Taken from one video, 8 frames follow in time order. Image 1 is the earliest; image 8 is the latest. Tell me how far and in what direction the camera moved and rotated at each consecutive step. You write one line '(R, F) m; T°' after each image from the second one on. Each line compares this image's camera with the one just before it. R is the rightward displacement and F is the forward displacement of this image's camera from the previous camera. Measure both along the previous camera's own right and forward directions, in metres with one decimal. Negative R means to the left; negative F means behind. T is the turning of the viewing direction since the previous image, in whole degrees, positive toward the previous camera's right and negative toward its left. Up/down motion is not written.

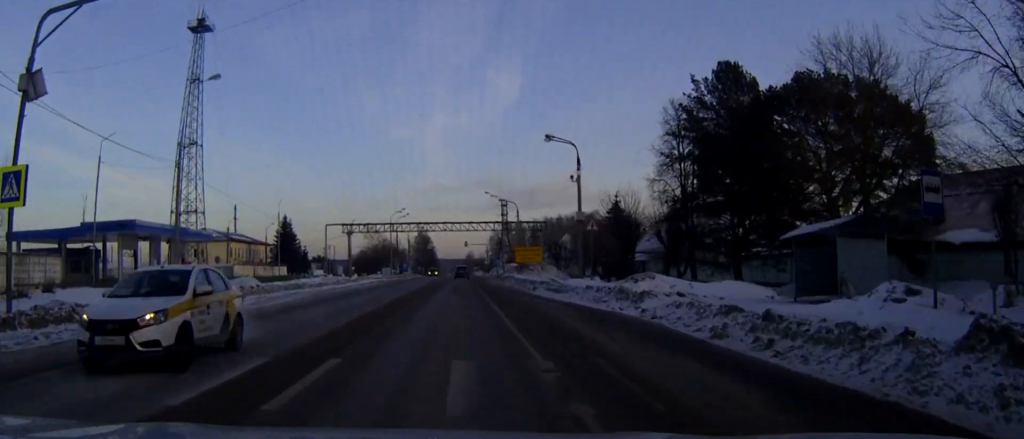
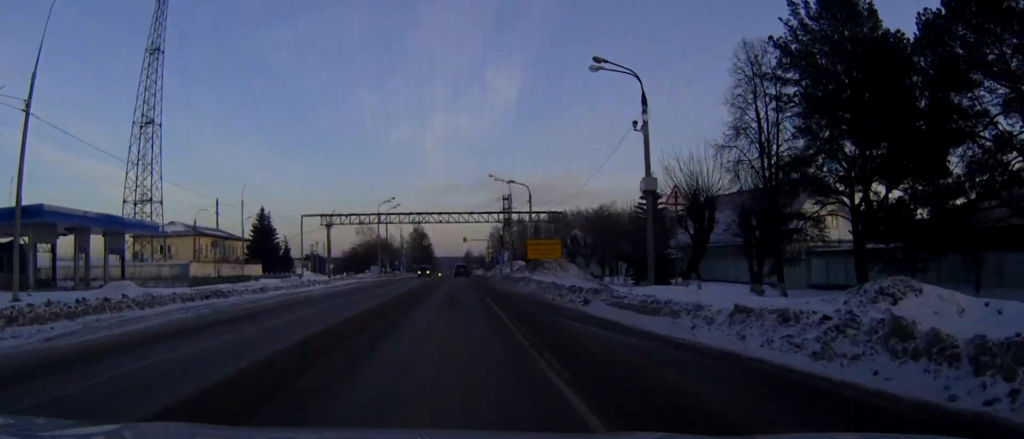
(0.0, +16.4) m; 0°
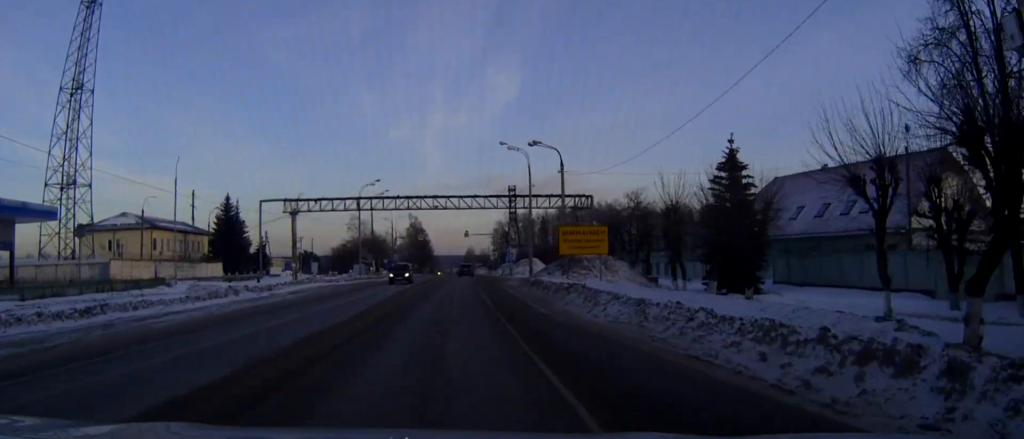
(0.0, +21.1) m; 0°
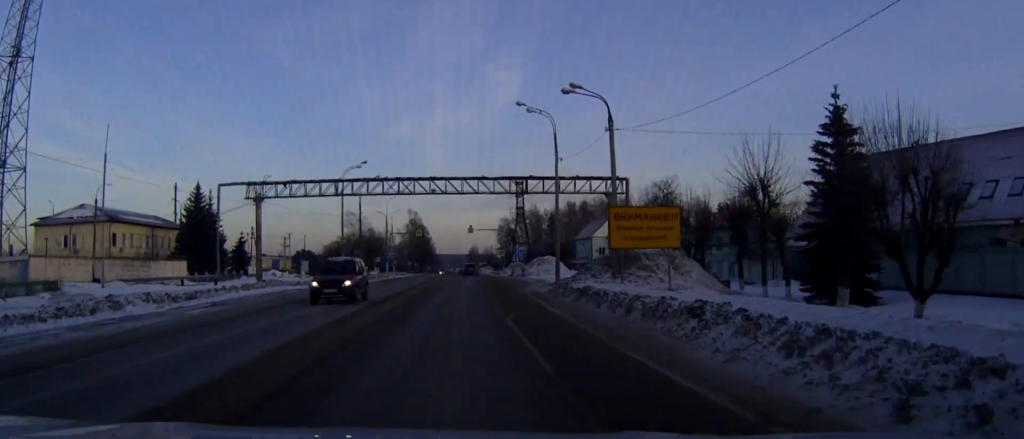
(-0.1, +14.8) m; 0°
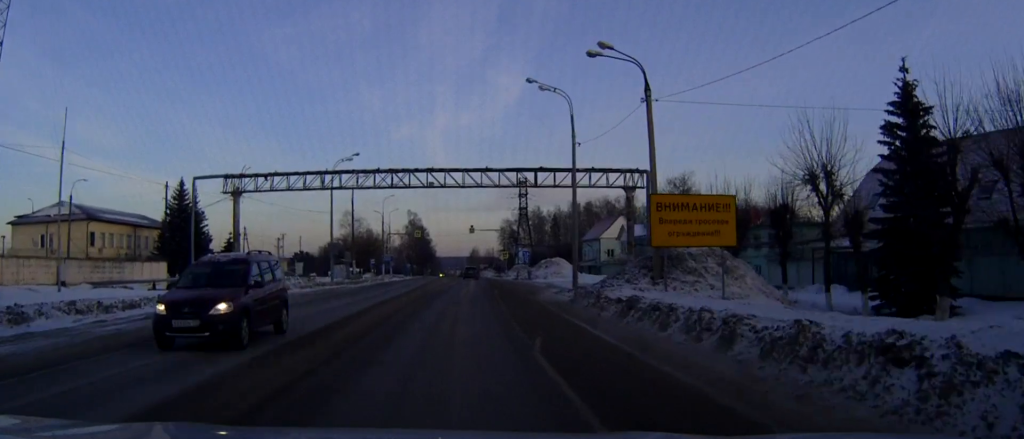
(-0.1, +6.5) m; 0°
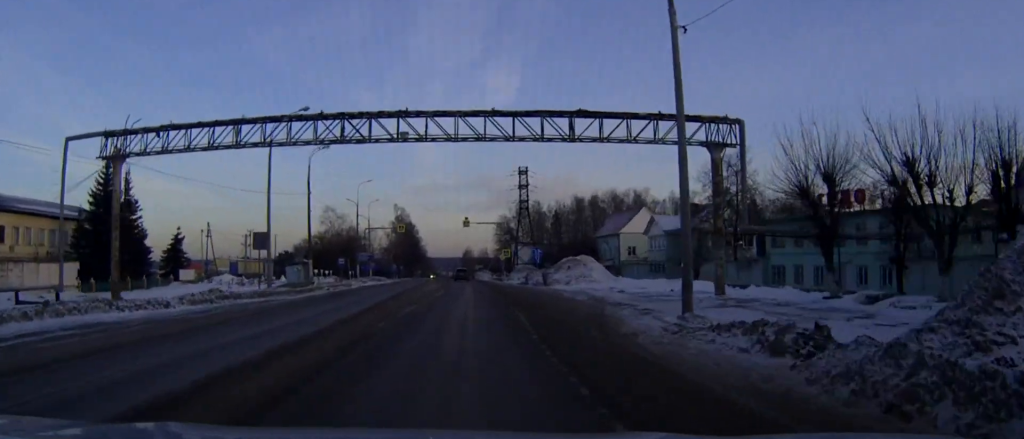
(+0.1, +19.7) m; +1°
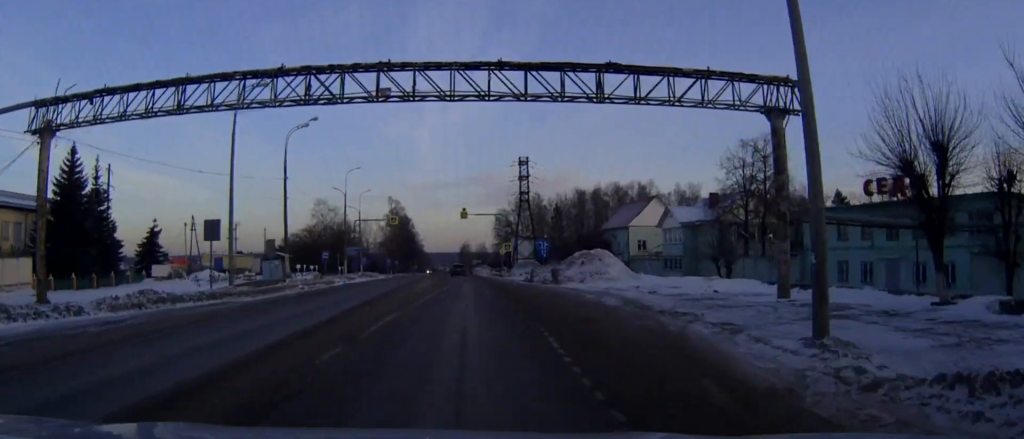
(0.0, +7.4) m; 0°
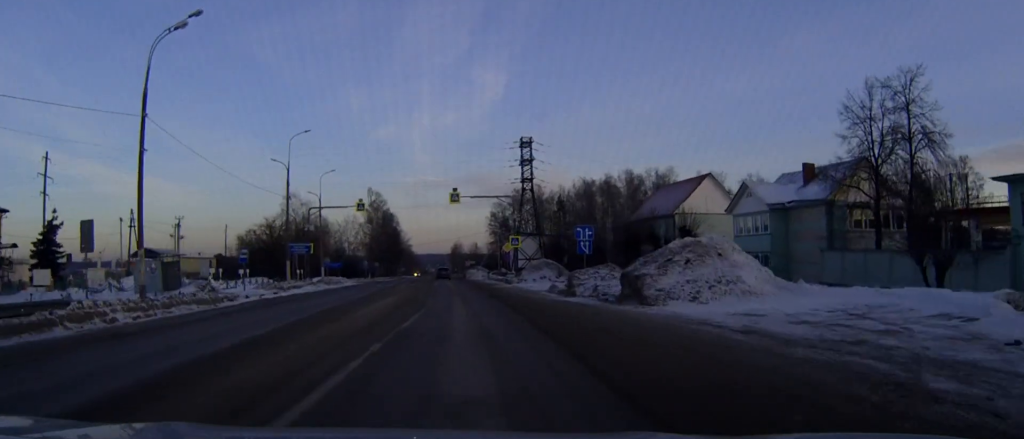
(+0.1, +23.9) m; 0°
